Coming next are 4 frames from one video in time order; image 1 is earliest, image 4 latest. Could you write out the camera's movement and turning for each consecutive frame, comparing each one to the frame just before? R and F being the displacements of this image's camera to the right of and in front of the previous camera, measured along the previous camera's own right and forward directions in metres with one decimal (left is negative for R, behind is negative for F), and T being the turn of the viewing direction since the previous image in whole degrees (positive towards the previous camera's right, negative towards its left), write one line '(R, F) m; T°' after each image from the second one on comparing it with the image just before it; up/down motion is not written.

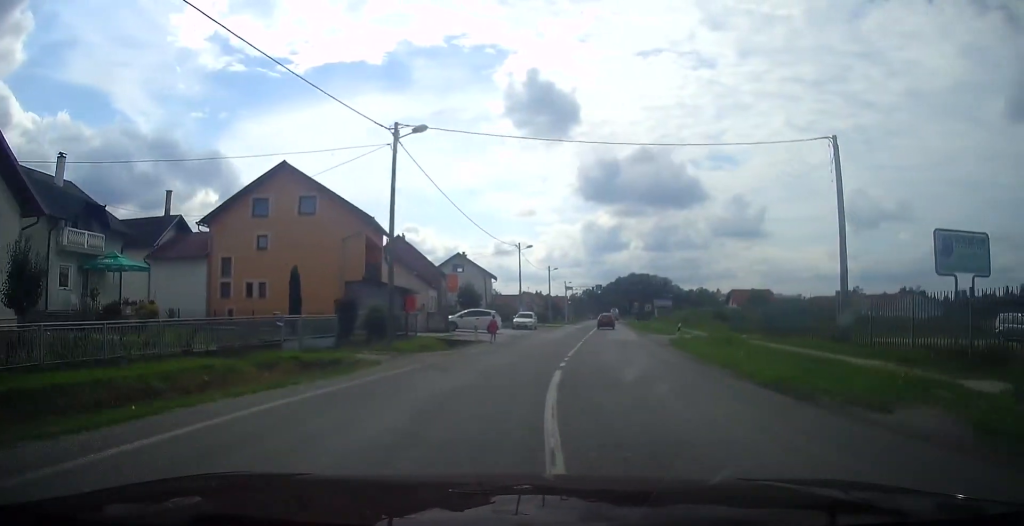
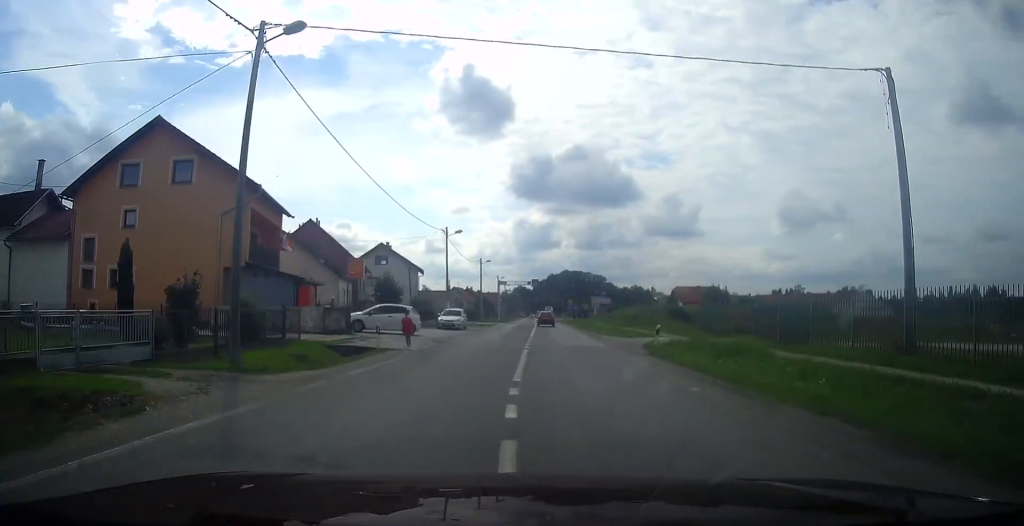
(+0.6, +8.4) m; +6°
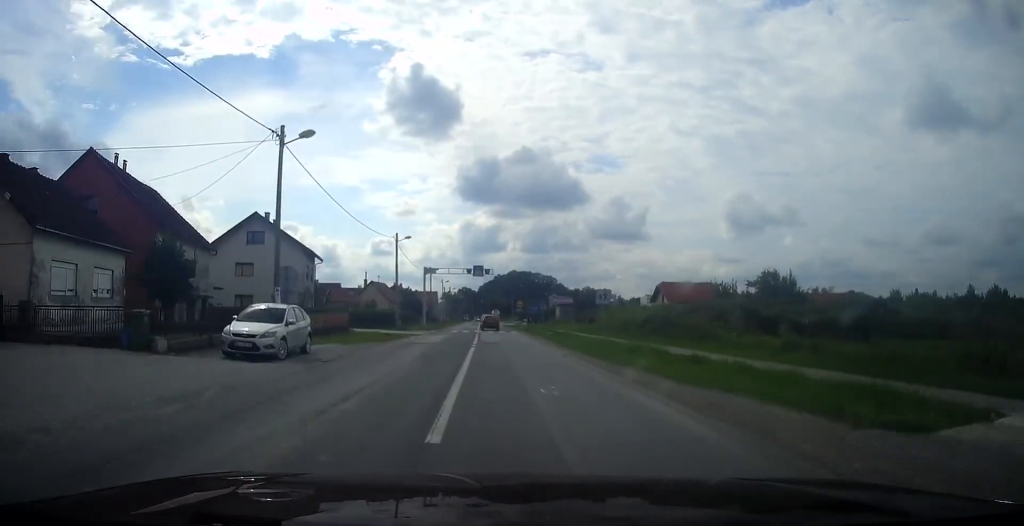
(+3.7, +26.4) m; +11°
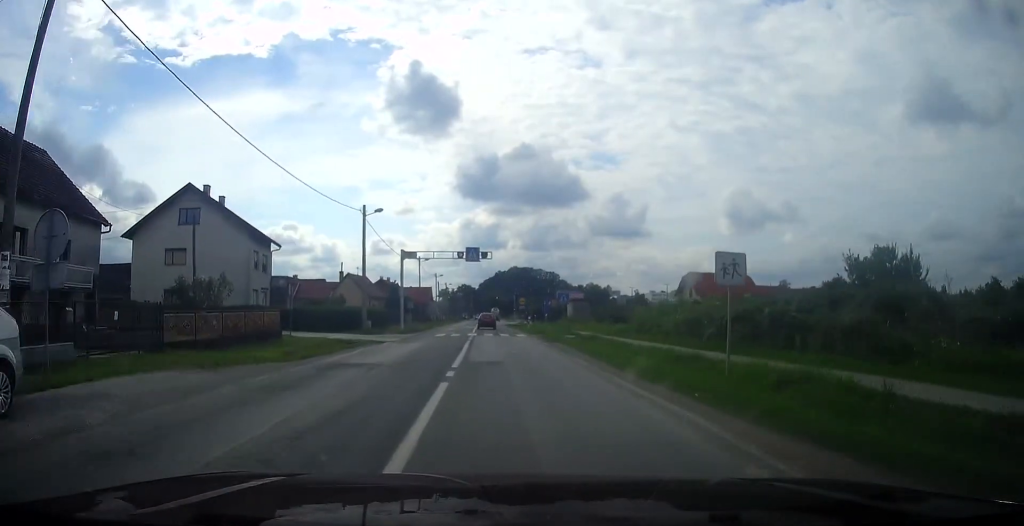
(-0.3, +12.9) m; -2°
